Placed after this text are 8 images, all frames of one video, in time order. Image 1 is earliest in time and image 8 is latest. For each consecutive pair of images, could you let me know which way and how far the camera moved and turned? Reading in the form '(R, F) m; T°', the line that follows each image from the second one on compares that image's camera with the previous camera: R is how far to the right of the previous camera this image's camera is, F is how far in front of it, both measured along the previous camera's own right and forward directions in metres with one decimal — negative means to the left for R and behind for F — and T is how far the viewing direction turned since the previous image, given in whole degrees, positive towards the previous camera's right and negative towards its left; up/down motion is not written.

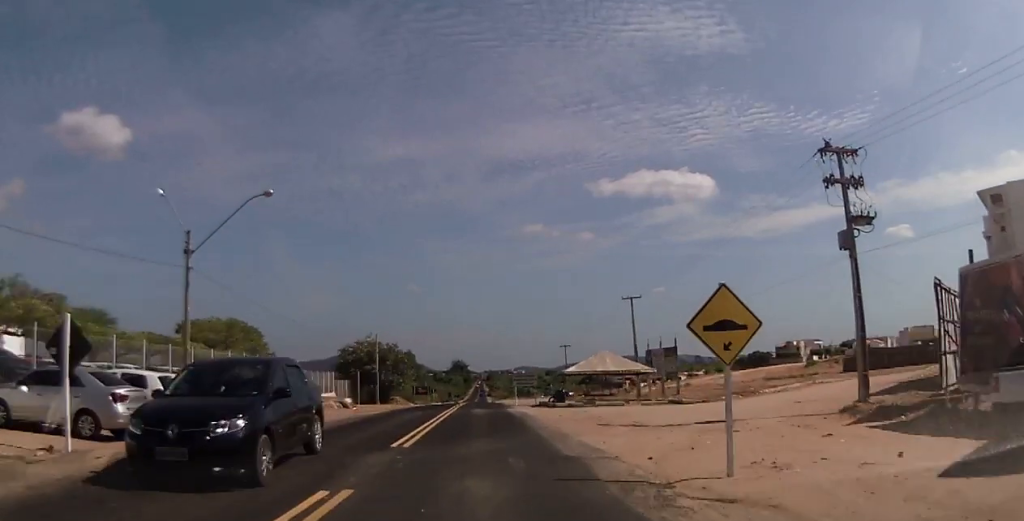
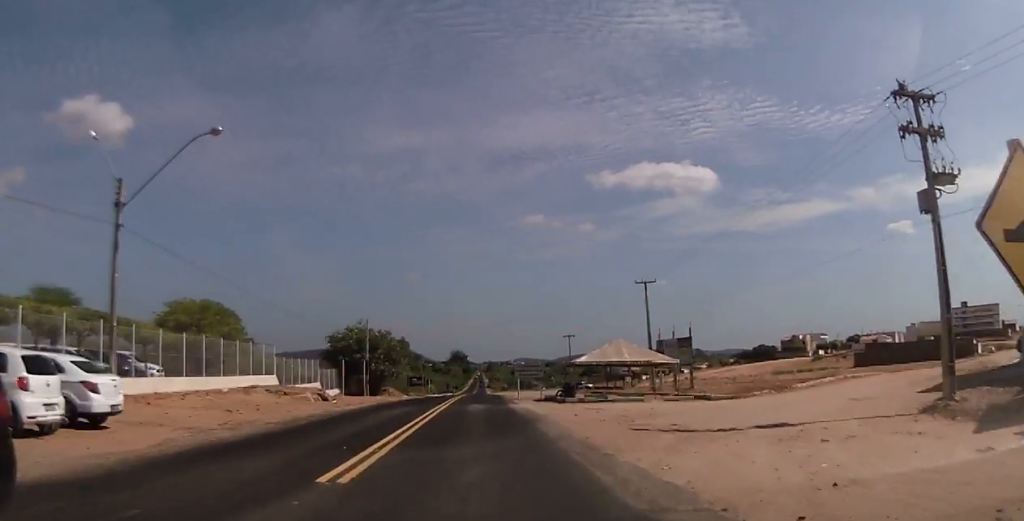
(+0.1, +8.1) m; 0°
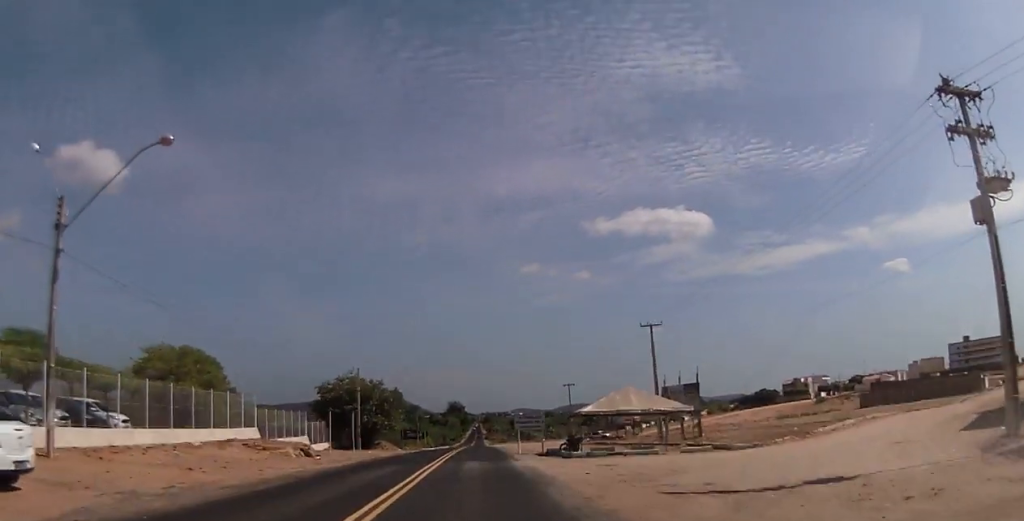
(-0.2, +6.3) m; +1°
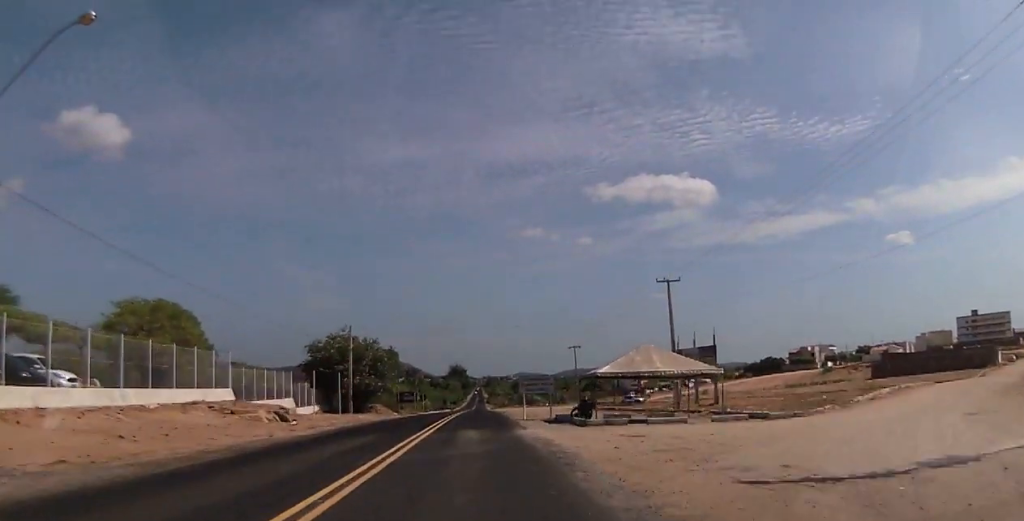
(0.0, +8.6) m; +1°
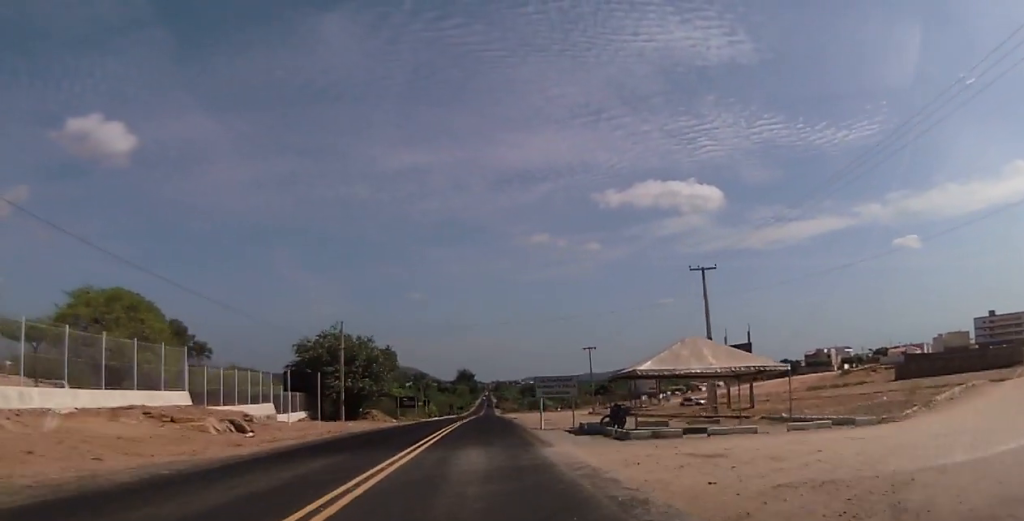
(+0.2, +7.9) m; -1°
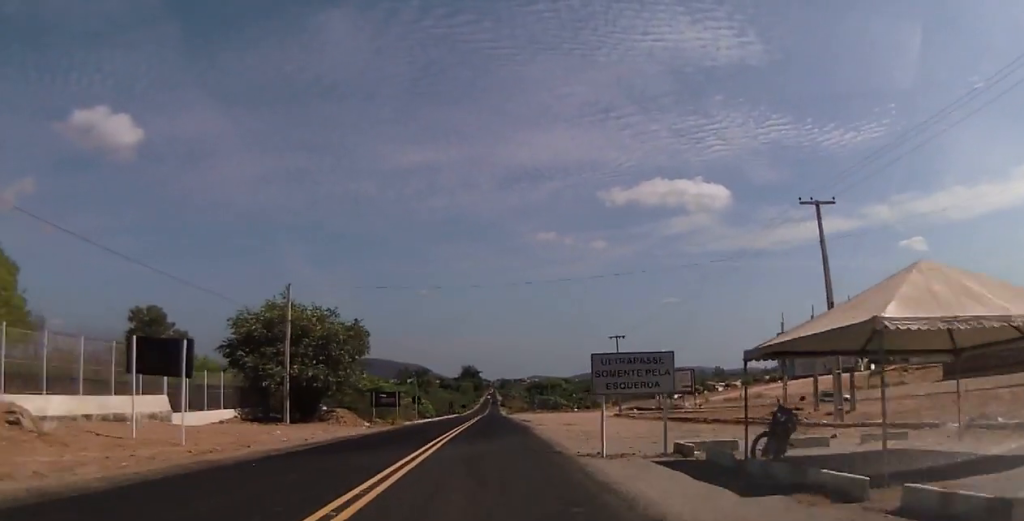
(-0.3, +13.0) m; 0°
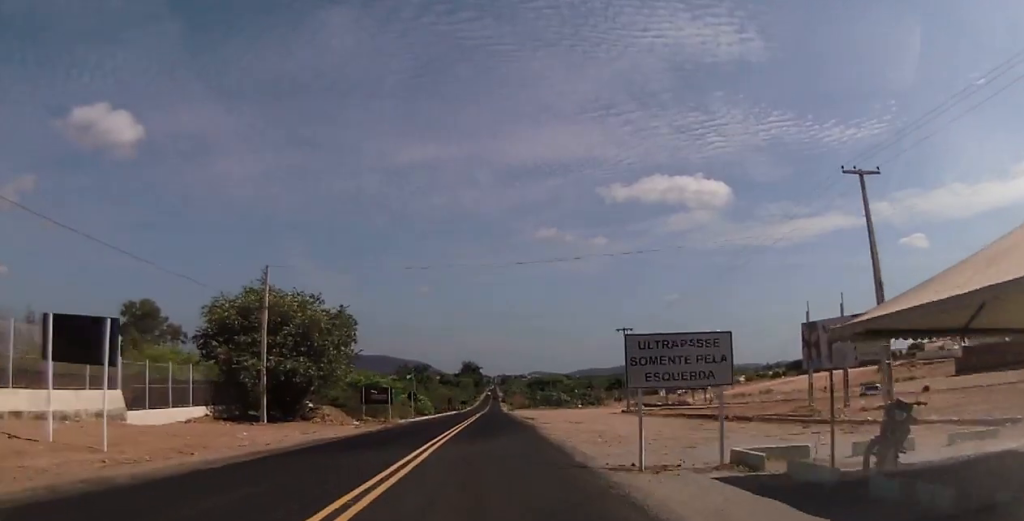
(0.0, +3.4) m; 0°
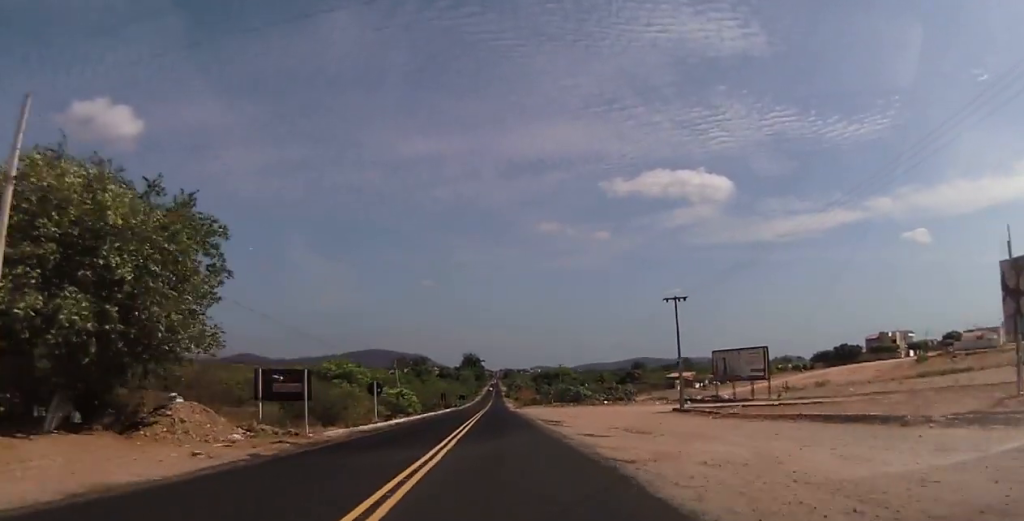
(0.0, +17.4) m; 0°
